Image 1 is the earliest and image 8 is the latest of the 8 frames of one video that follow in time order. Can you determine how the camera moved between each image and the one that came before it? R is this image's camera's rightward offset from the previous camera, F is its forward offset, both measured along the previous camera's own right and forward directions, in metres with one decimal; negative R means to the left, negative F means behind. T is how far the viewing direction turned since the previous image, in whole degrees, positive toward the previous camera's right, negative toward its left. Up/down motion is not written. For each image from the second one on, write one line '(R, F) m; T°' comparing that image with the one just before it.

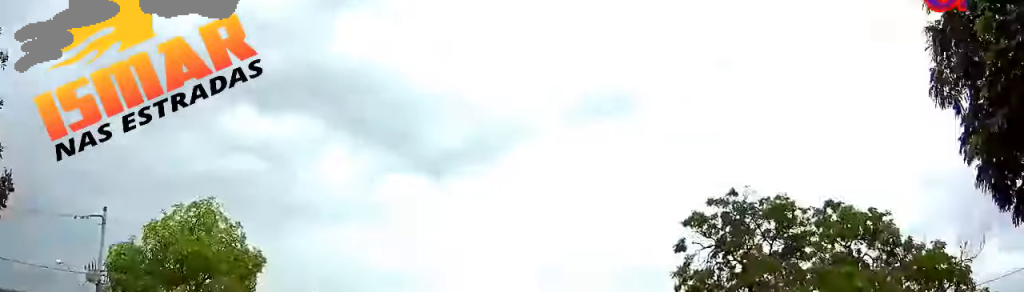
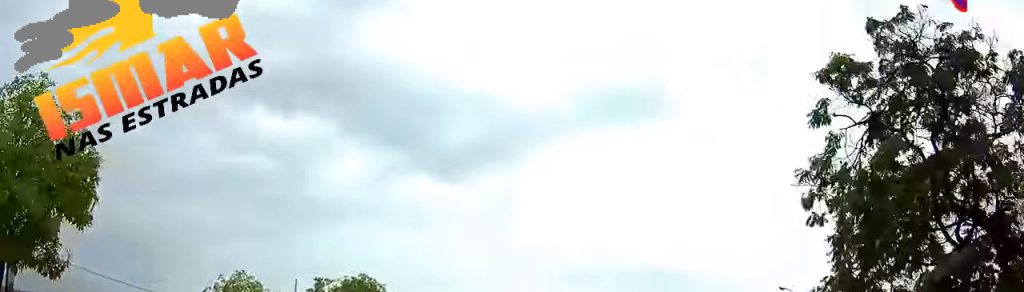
(0.0, +8.1) m; -1°
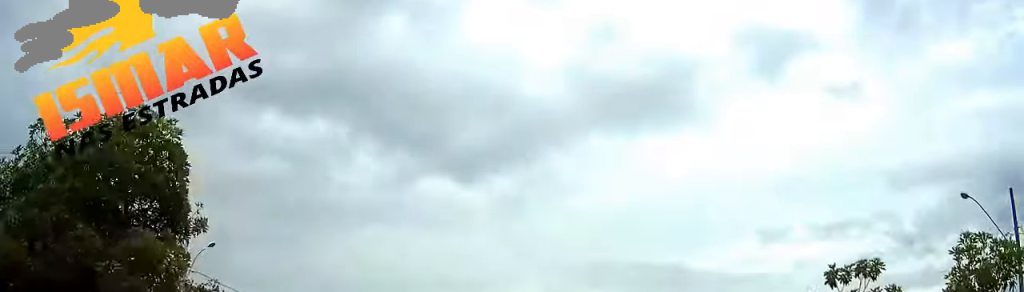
(-0.5, +20.5) m; -2°
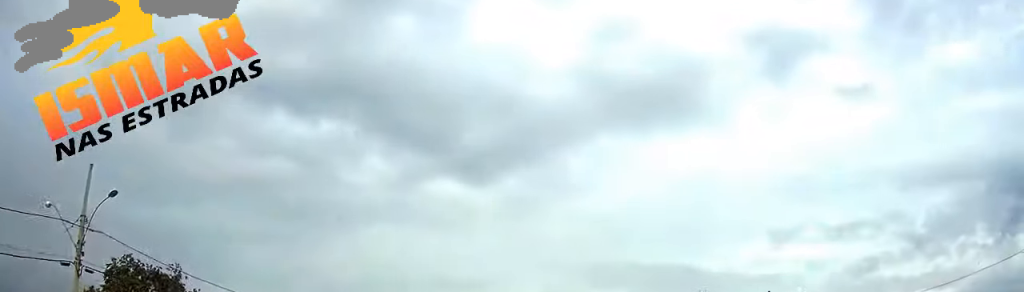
(-0.1, +10.6) m; -1°
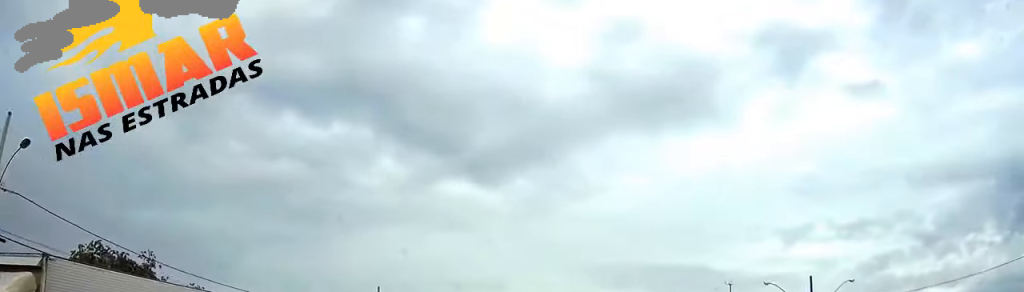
(0.0, +6.5) m; 0°
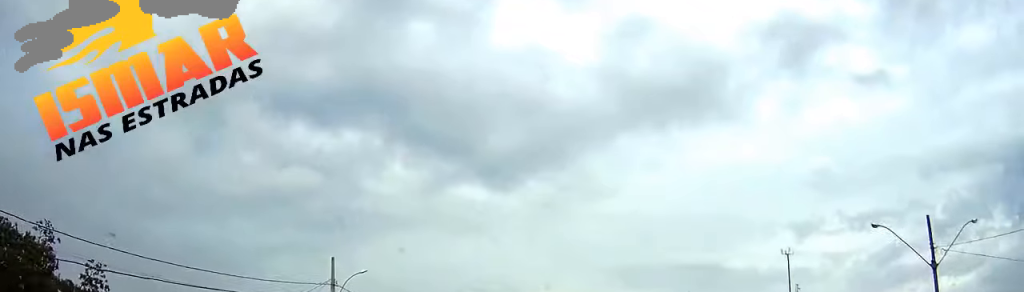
(-0.1, +15.4) m; -1°
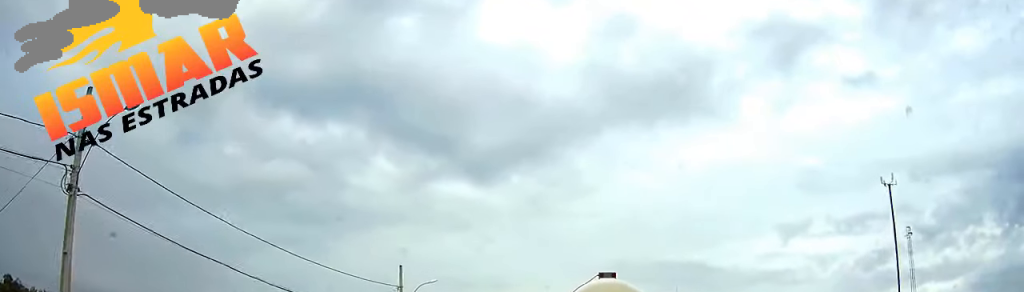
(-0.2, +22.9) m; -1°
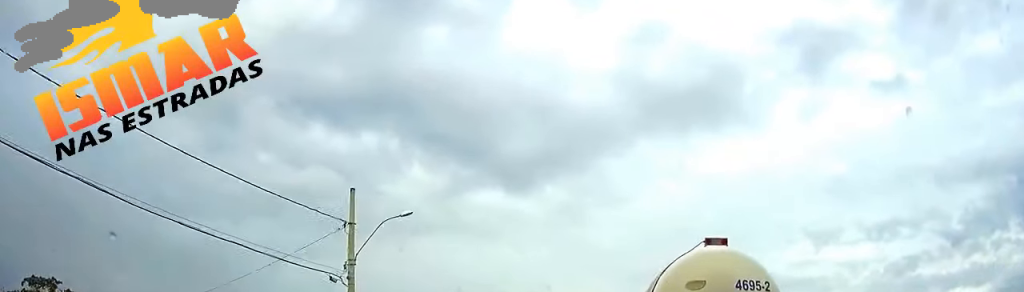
(-0.1, +17.9) m; -1°
